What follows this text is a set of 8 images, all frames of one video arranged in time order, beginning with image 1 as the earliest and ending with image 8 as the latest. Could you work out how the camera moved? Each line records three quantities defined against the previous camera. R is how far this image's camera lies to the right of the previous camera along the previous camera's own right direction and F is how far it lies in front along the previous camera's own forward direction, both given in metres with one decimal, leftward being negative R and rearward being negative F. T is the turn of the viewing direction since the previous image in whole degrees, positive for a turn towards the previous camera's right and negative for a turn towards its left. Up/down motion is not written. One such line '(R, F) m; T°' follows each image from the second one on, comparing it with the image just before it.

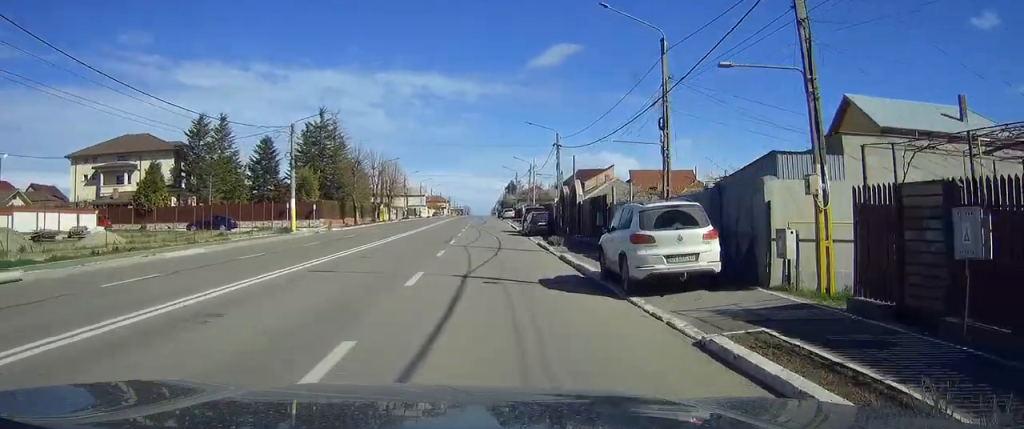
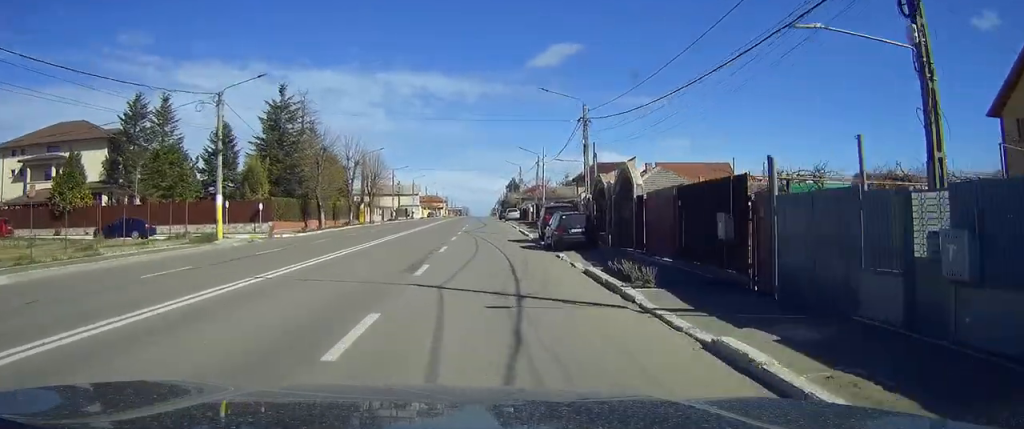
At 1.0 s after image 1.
(0.0, +16.3) m; 0°
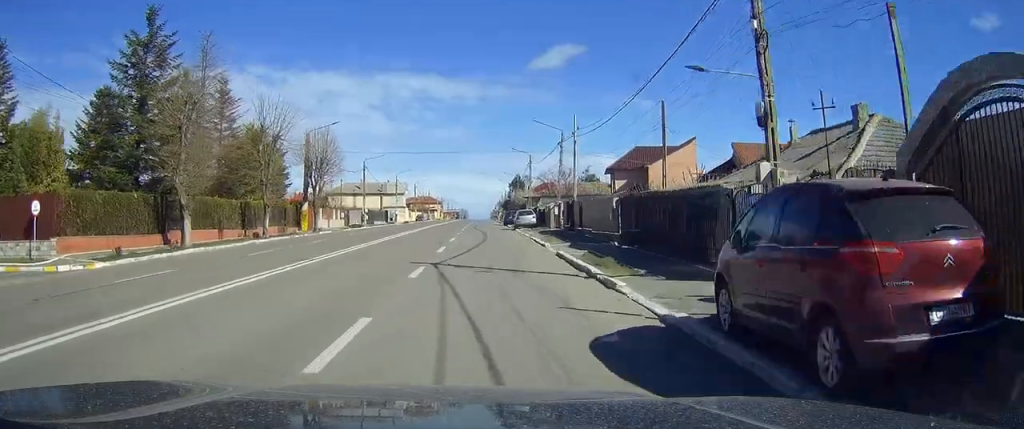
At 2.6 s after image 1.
(-0.2, +27.6) m; 0°
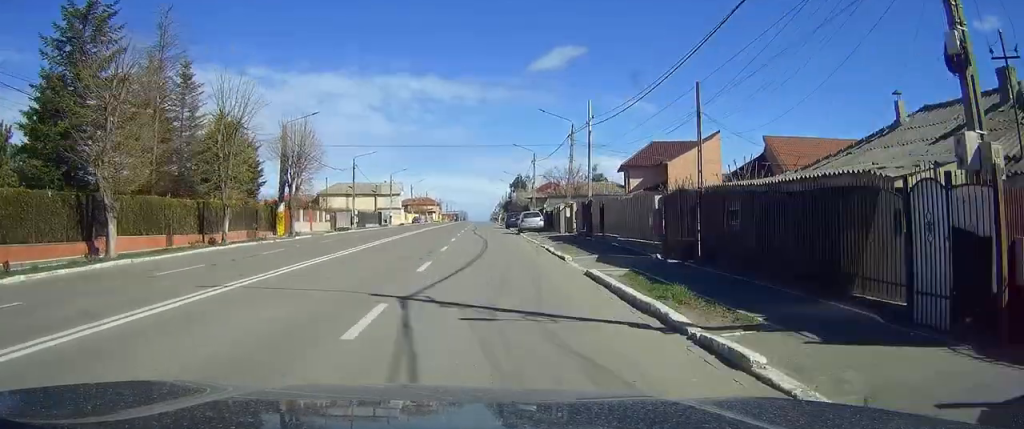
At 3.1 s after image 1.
(0.0, +7.1) m; 0°
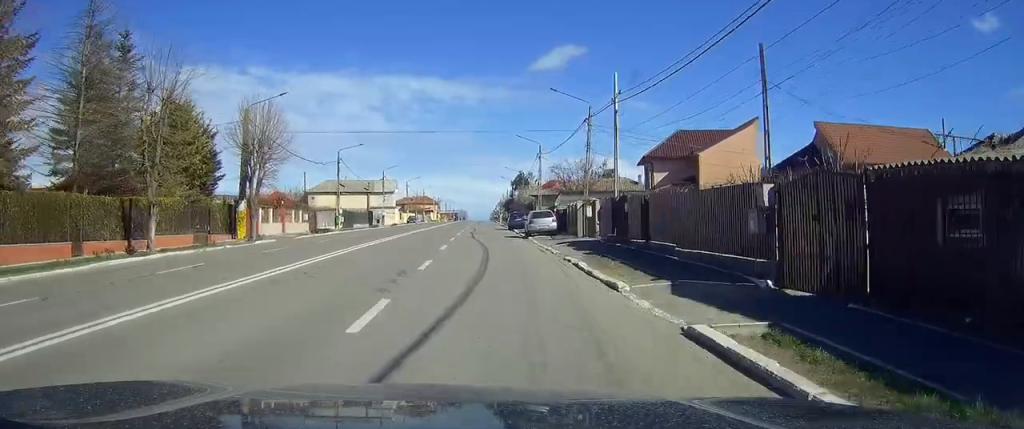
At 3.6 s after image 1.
(+0.1, +8.7) m; 0°
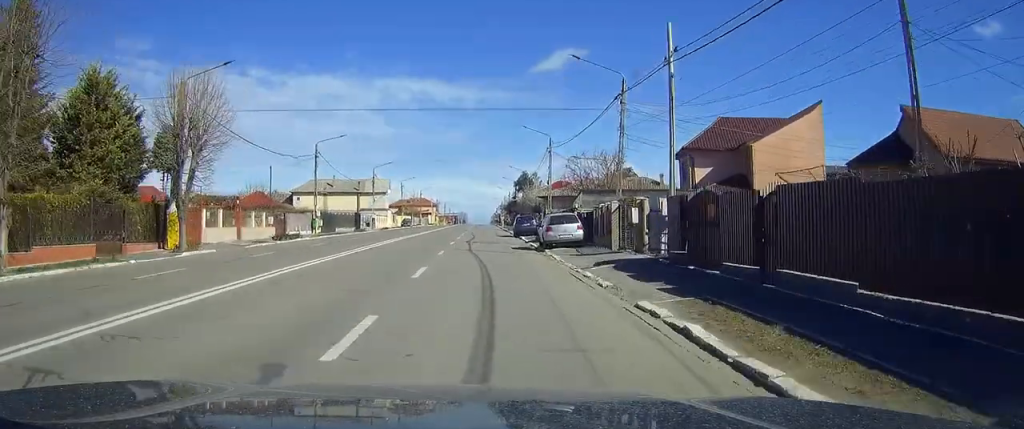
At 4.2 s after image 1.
(0.0, +10.2) m; 0°
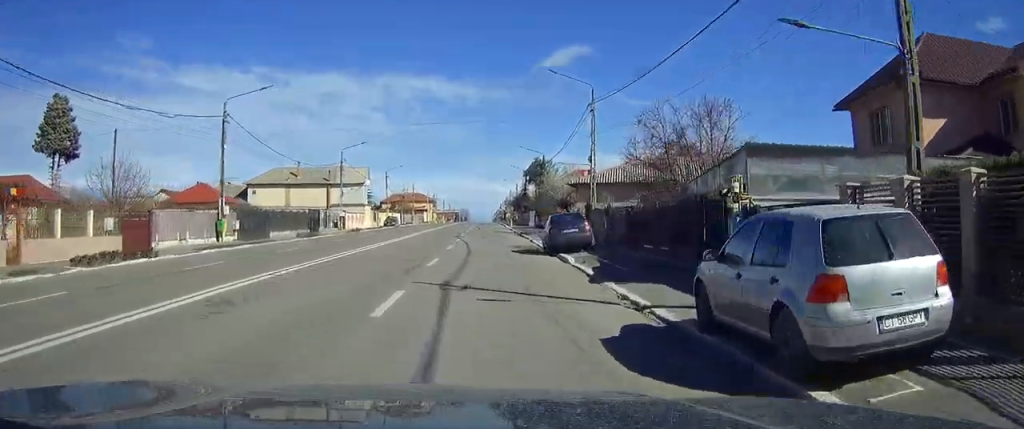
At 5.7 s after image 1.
(-0.1, +23.7) m; 0°
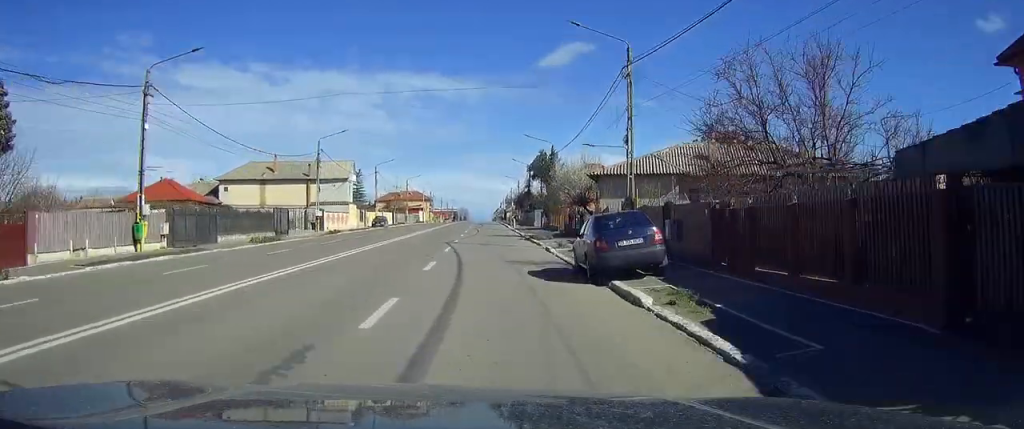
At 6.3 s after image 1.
(0.0, +10.3) m; 0°
